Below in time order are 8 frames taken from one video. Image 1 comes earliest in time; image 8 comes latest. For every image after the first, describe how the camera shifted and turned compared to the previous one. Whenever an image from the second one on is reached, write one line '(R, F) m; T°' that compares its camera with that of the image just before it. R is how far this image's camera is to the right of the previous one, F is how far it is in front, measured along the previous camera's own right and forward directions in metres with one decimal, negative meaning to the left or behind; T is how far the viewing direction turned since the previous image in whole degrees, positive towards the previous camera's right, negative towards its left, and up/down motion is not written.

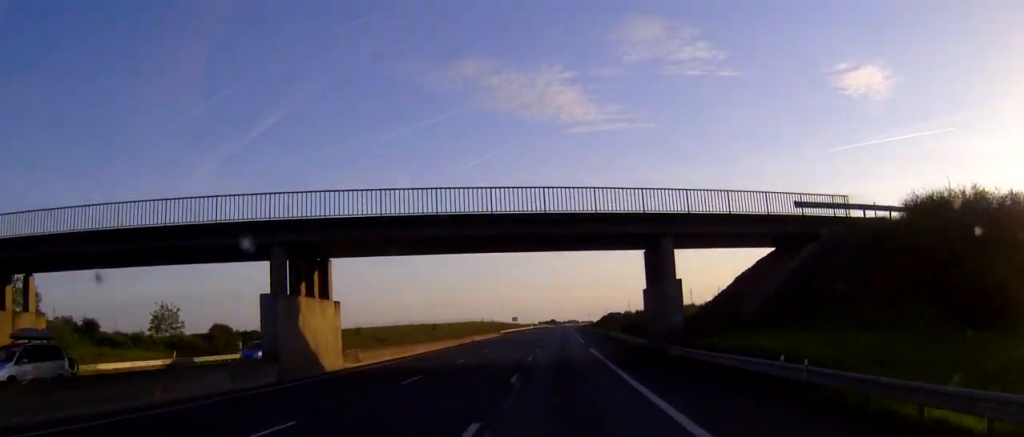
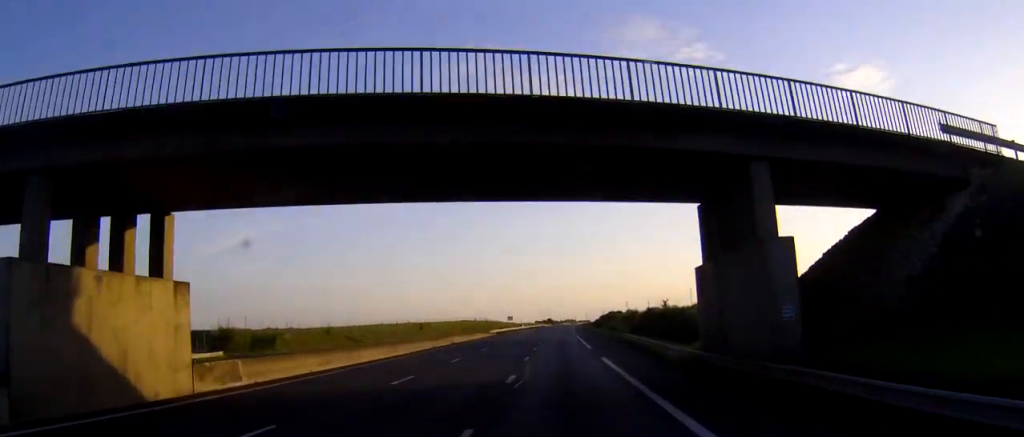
(+0.2, +14.3) m; 0°
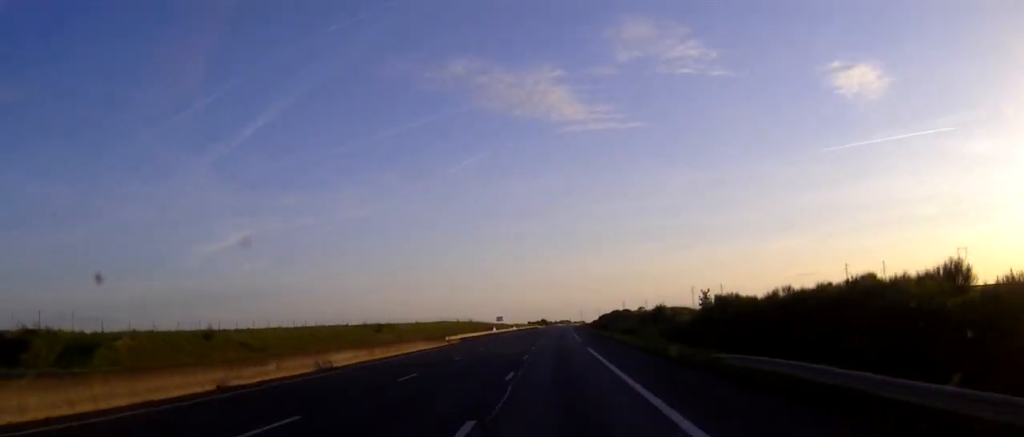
(0.0, +37.3) m; 0°
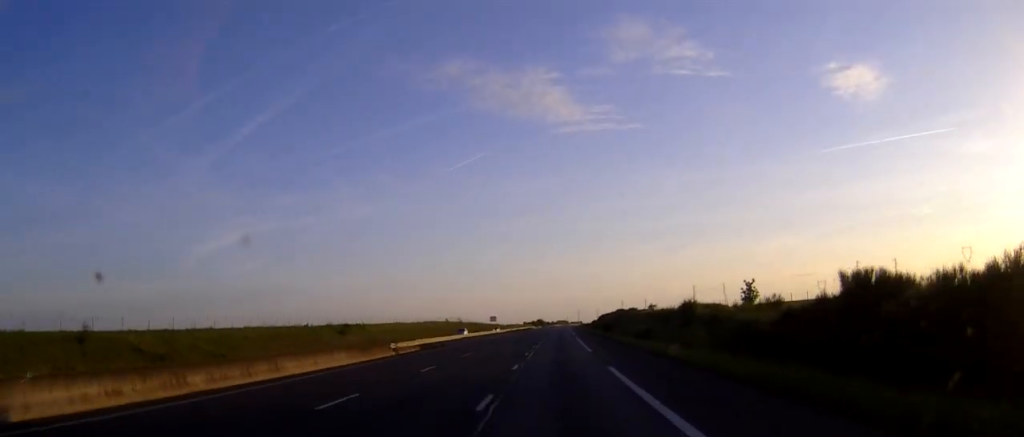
(0.0, +21.4) m; 0°
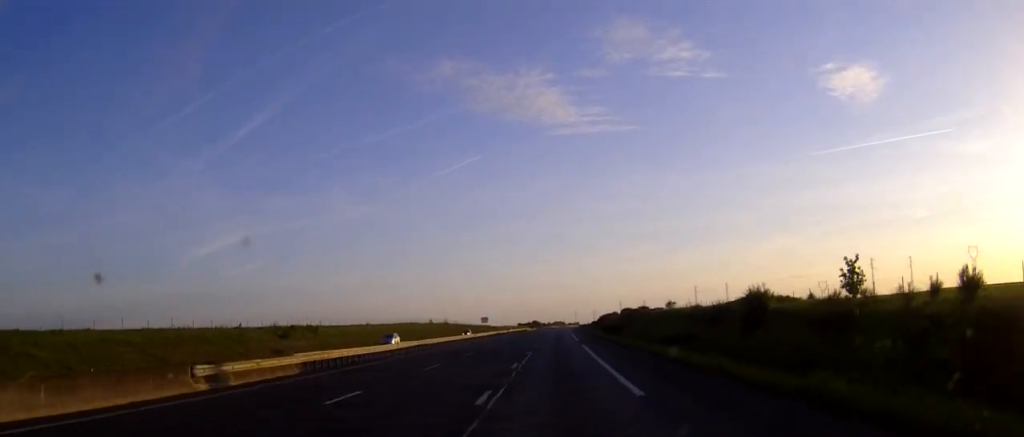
(0.0, +25.1) m; 0°
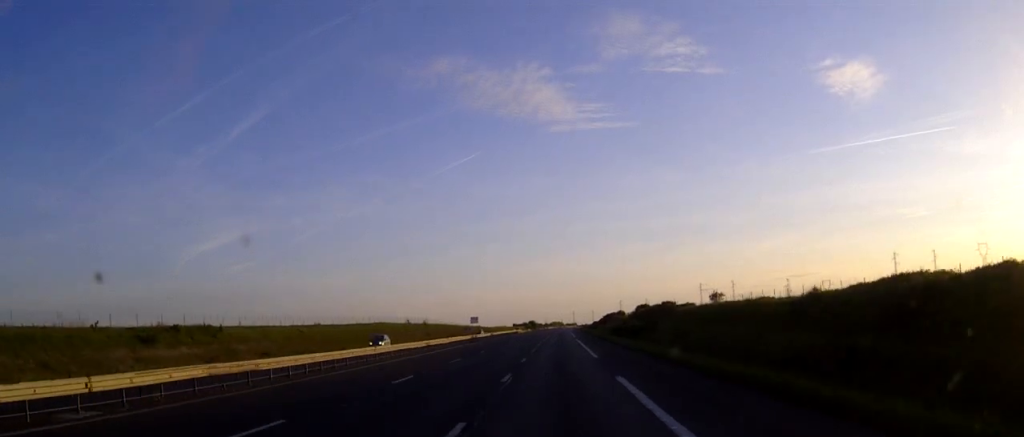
(+0.2, +32.4) m; 0°
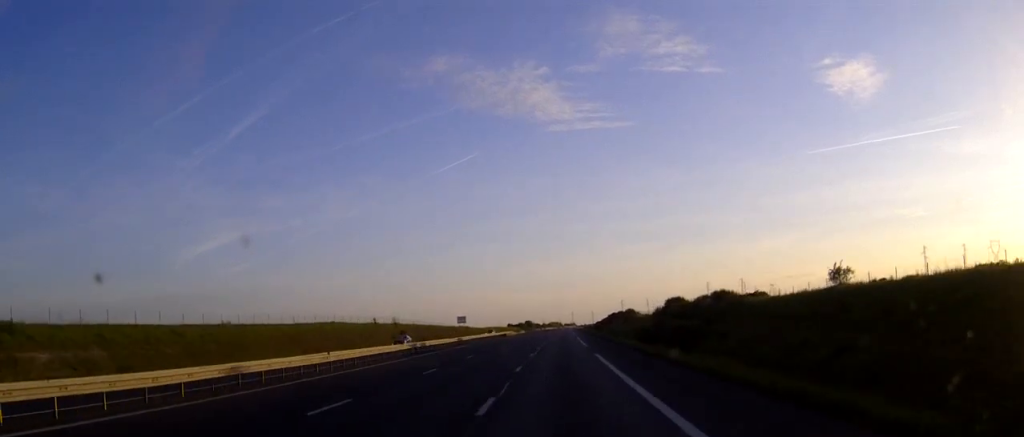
(0.0, +35.1) m; 0°
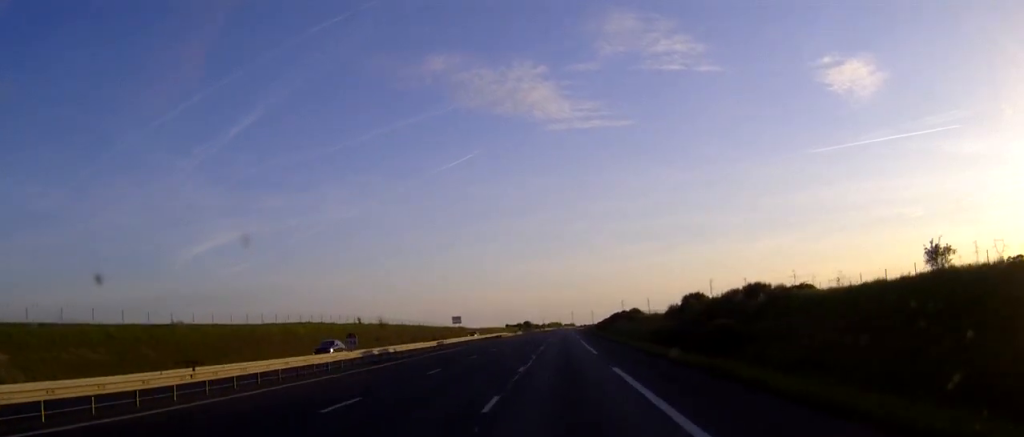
(0.0, +12.5) m; 0°
